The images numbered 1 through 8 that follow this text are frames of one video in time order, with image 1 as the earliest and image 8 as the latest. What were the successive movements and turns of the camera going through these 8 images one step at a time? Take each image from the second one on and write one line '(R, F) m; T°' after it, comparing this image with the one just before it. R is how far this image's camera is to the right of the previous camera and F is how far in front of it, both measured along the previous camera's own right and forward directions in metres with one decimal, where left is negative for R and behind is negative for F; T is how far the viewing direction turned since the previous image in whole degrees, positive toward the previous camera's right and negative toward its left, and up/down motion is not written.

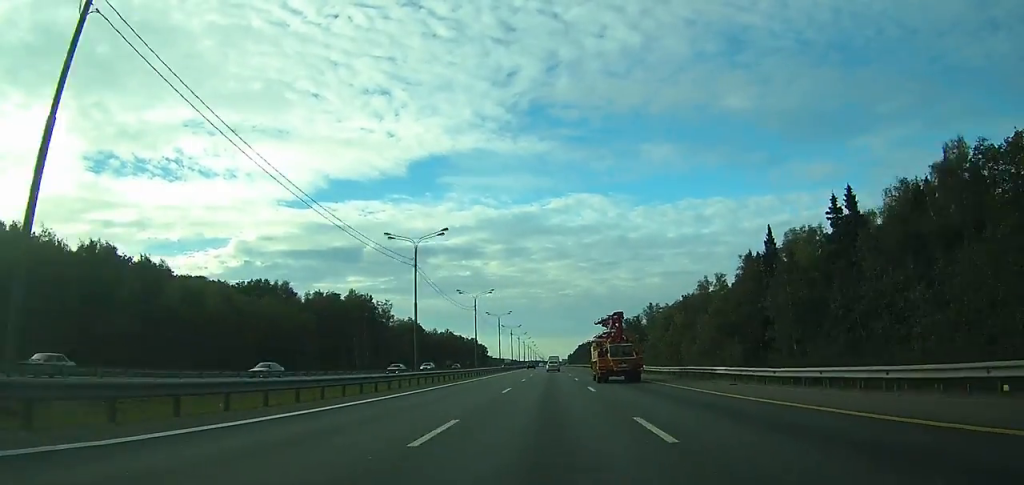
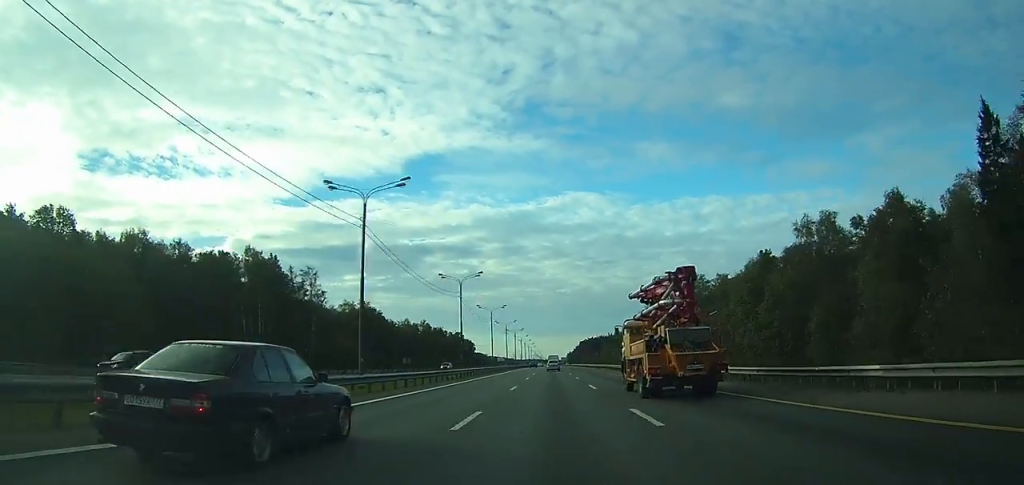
(0.0, +64.3) m; 0°
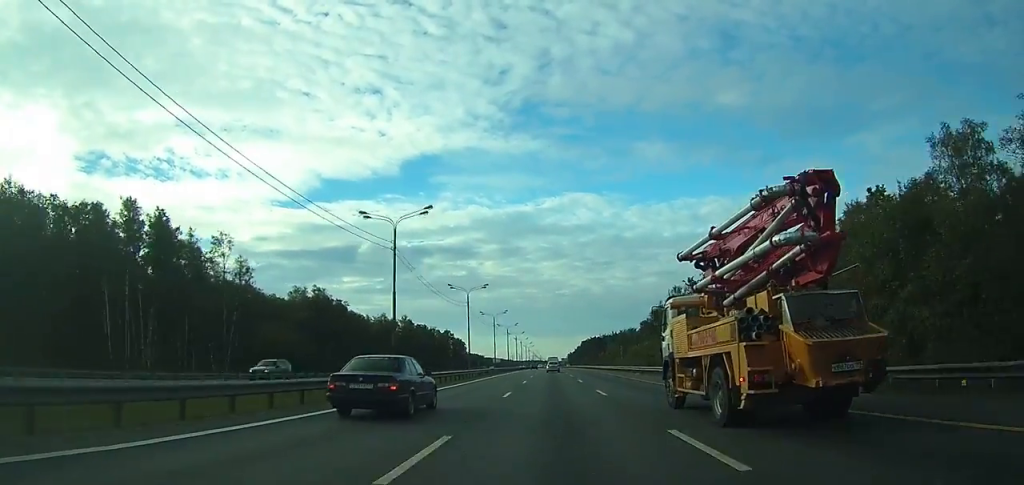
(0.0, +38.4) m; 0°
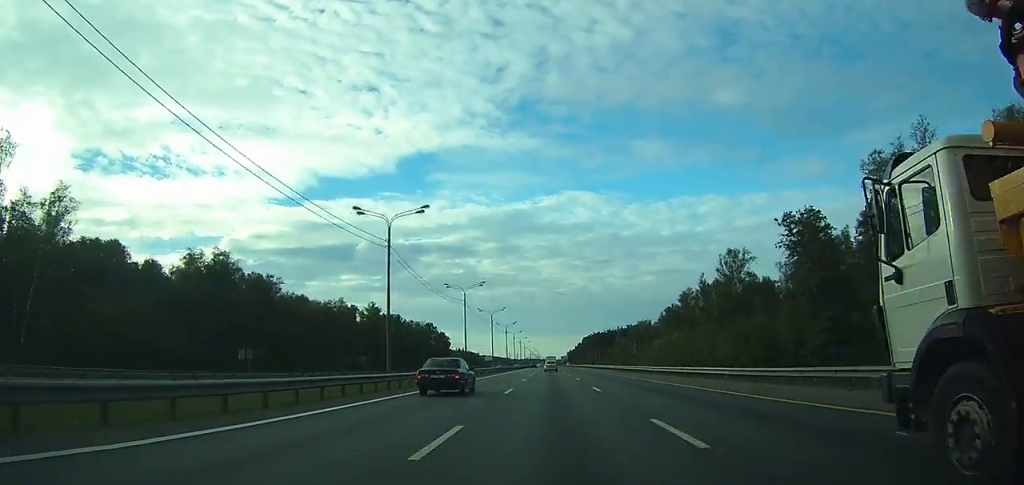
(+0.1, +46.3) m; 0°
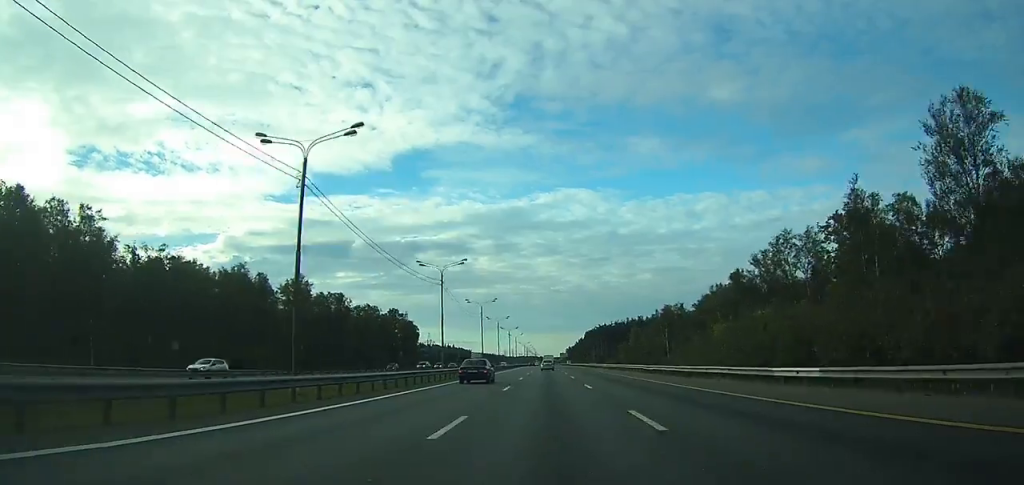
(0.0, +58.1) m; 0°
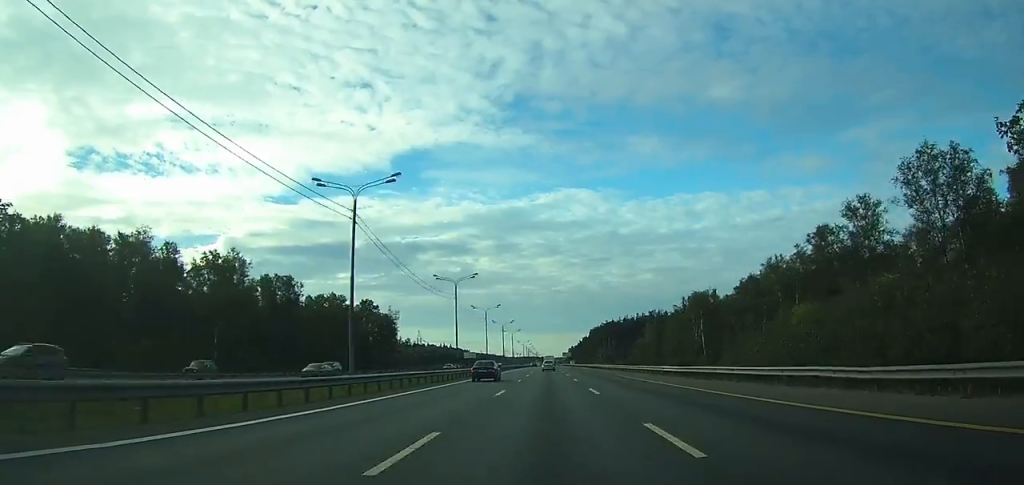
(0.0, +32.9) m; 0°
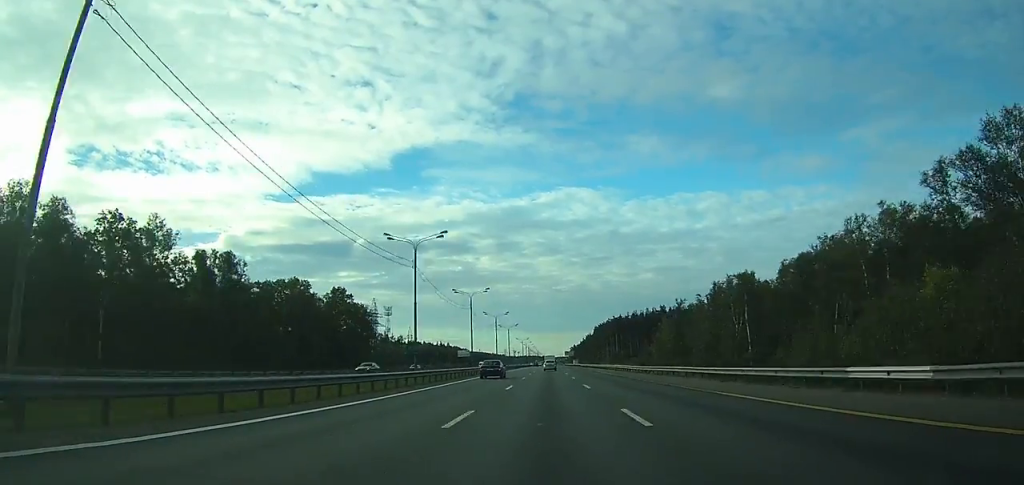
(0.0, +25.6) m; 0°
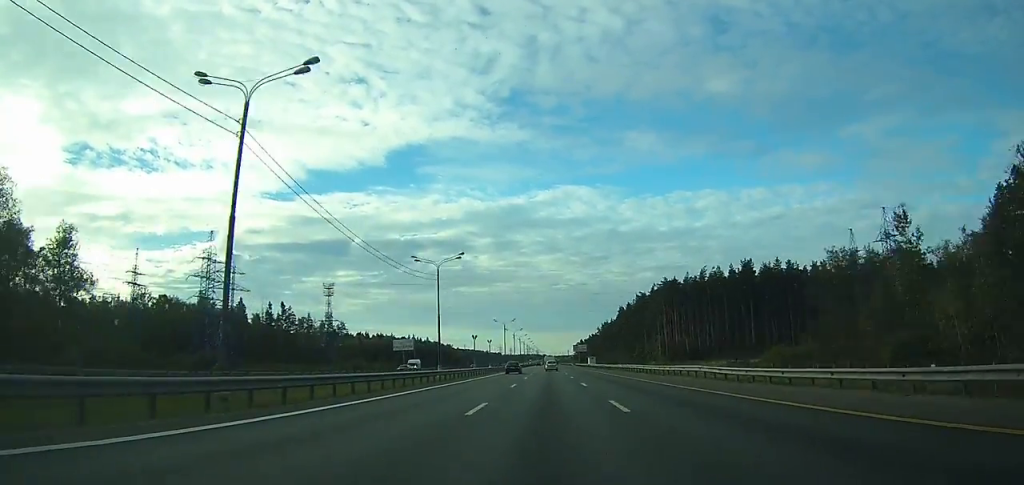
(-0.4, +113.8) m; 0°
